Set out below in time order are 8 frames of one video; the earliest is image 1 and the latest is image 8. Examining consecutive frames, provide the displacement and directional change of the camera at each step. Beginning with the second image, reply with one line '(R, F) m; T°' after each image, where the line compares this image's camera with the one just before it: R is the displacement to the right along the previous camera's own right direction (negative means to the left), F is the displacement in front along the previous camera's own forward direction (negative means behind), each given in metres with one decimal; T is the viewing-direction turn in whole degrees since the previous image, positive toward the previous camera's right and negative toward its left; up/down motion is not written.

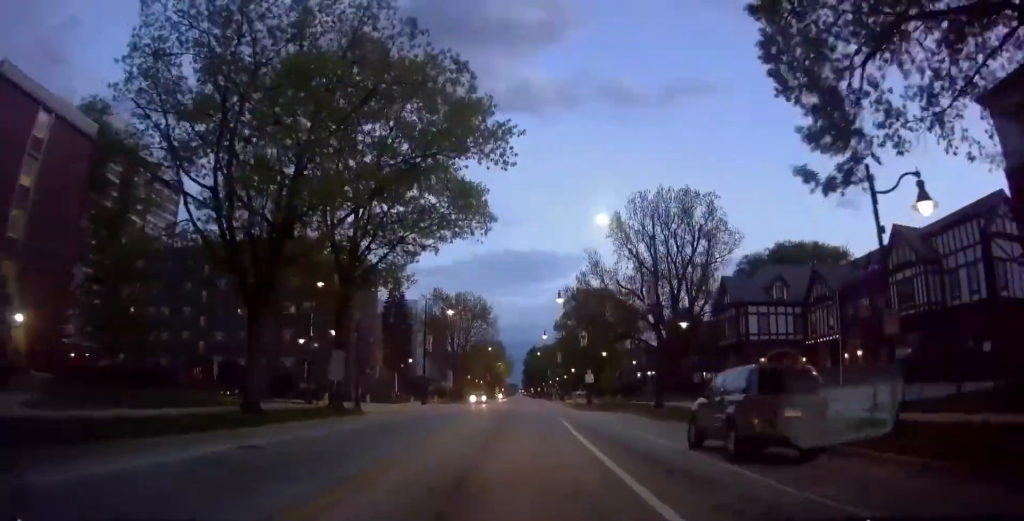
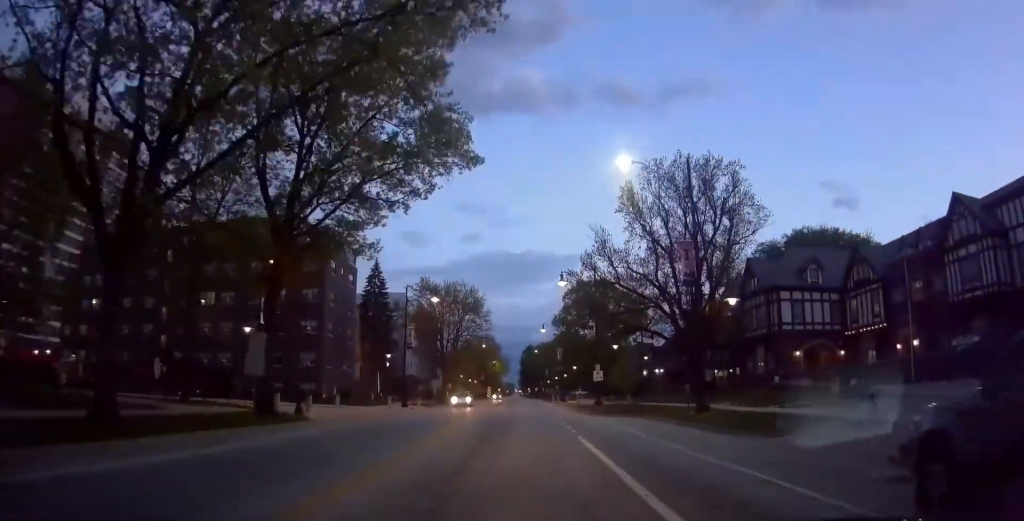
(0.0, +8.7) m; 0°
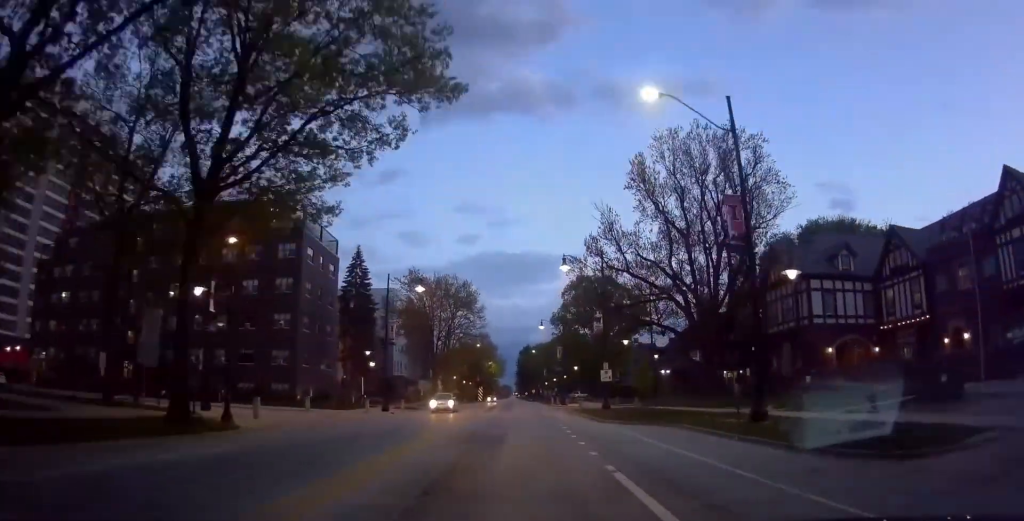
(0.0, +6.1) m; 0°
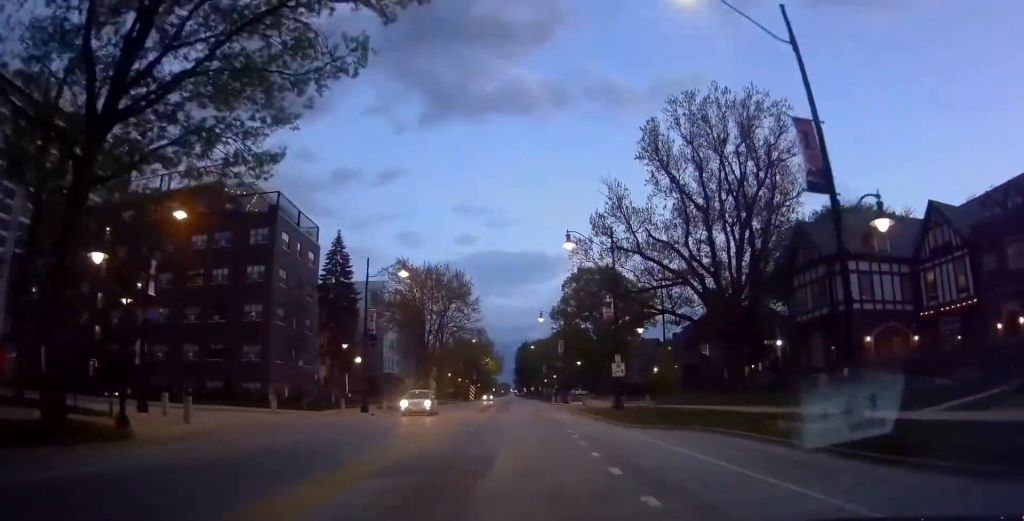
(0.0, +5.7) m; 0°
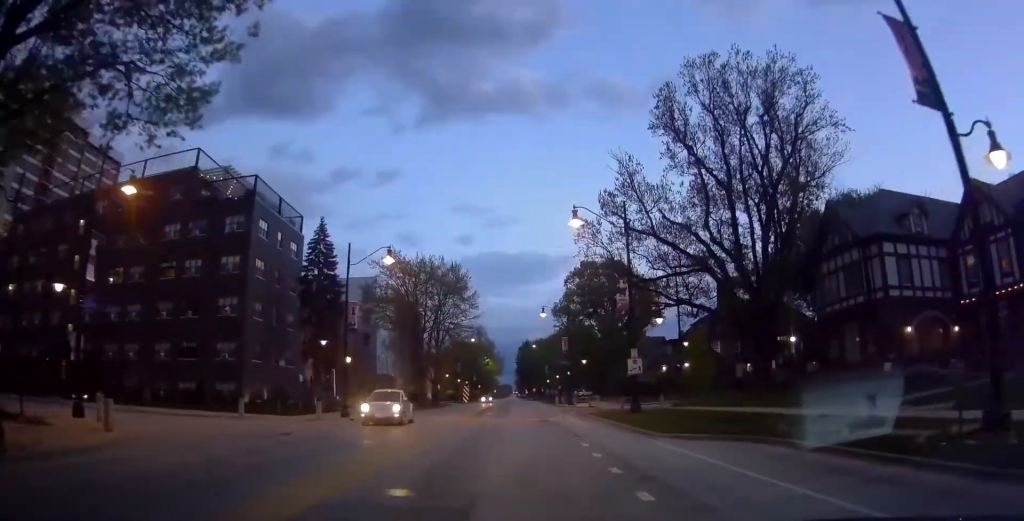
(0.0, +4.9) m; -1°
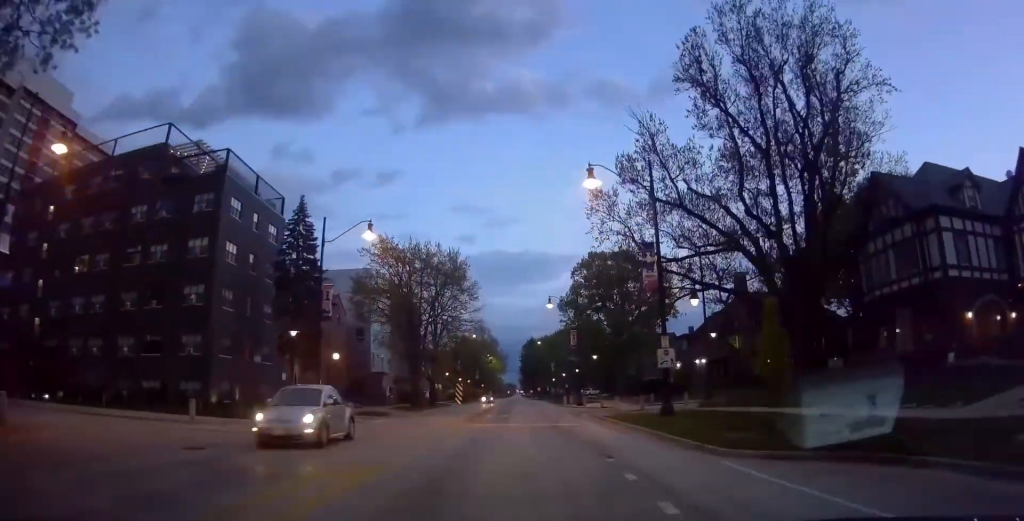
(+0.1, +5.3) m; -2°
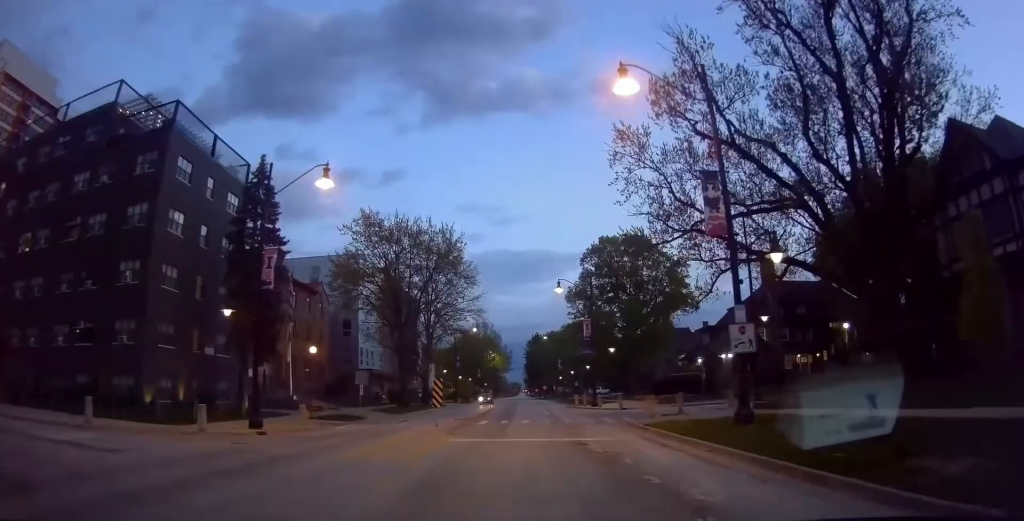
(-0.4, +8.3) m; -1°
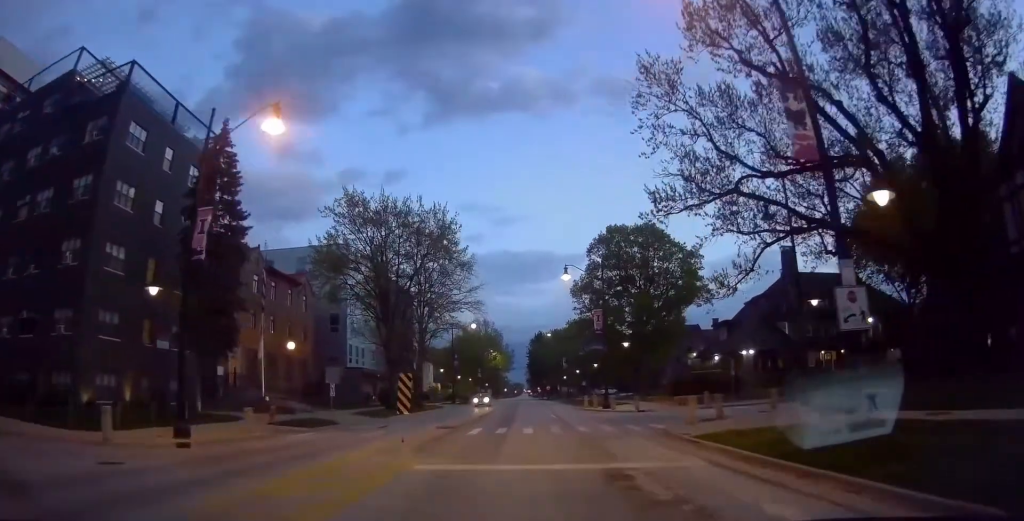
(-0.4, +5.3) m; 0°
